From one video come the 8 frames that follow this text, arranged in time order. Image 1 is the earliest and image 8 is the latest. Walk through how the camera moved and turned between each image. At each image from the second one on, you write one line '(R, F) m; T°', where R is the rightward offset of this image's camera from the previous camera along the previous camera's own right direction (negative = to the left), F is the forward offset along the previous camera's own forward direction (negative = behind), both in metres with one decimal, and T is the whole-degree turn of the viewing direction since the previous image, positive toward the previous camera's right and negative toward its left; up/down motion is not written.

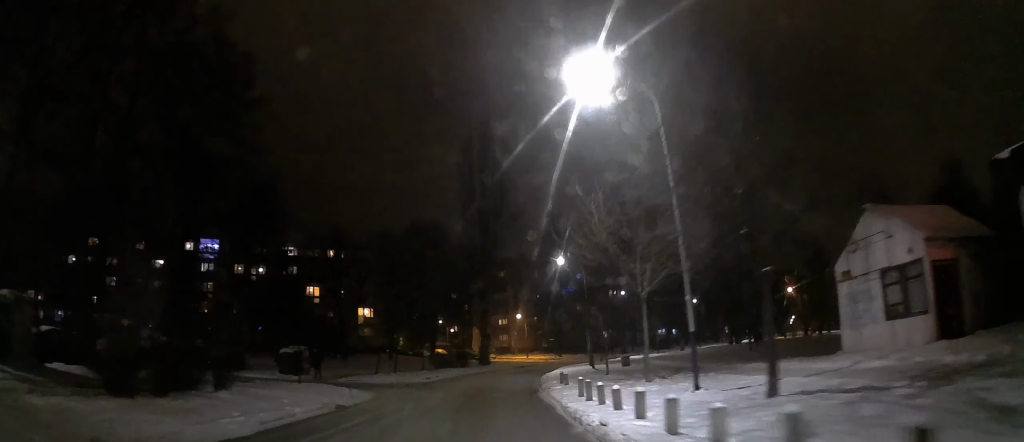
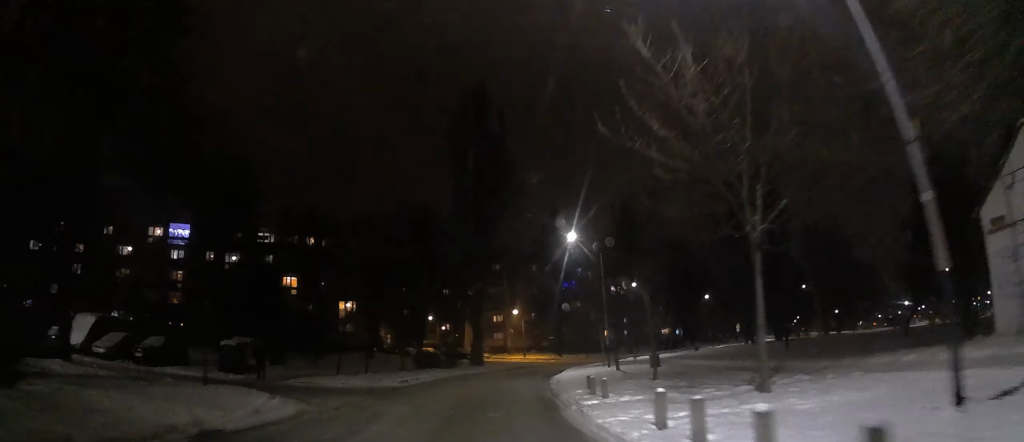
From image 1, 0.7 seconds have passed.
(+0.1, +5.9) m; -1°
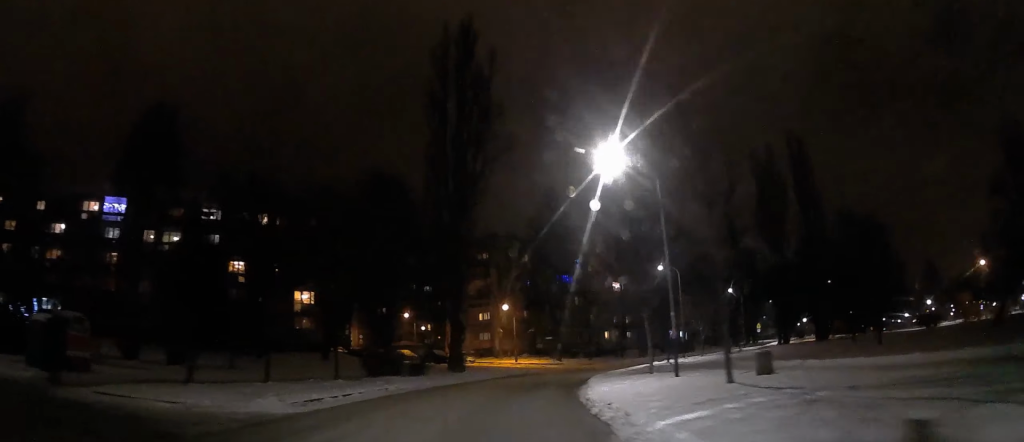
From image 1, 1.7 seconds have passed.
(-0.2, +11.0) m; -3°
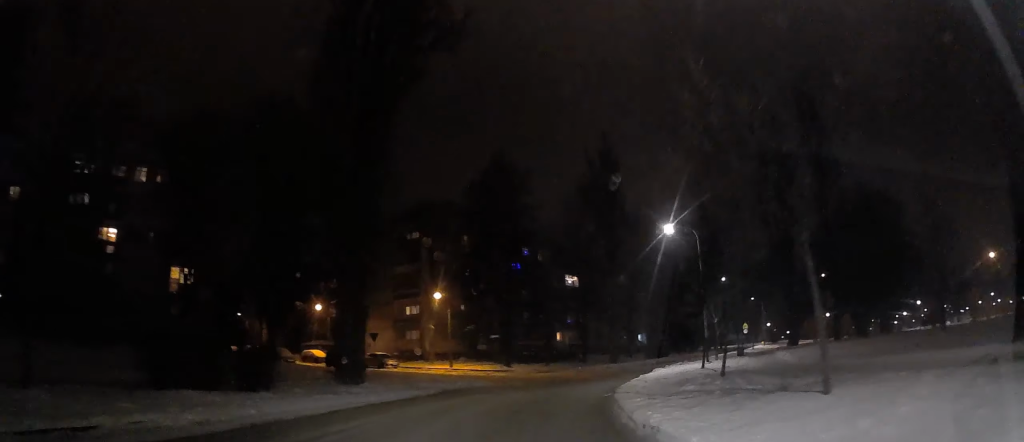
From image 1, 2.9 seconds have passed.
(-0.3, +13.8) m; +1°
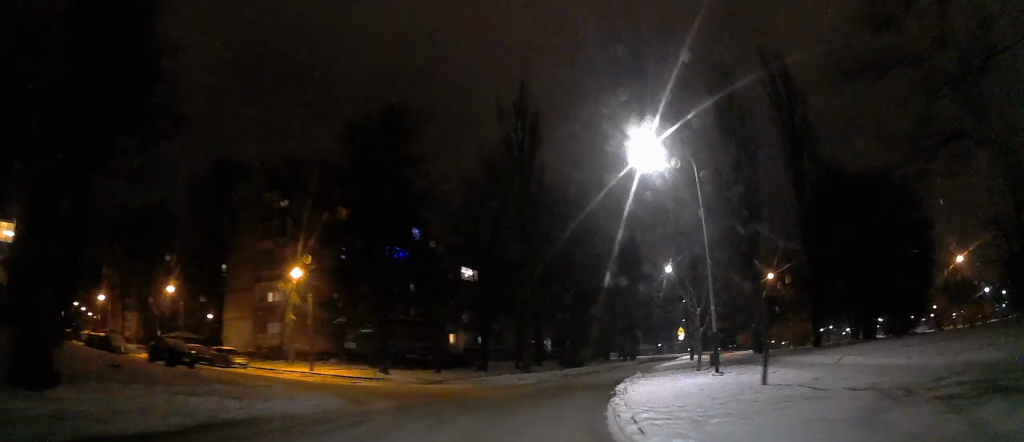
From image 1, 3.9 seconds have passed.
(+0.5, +11.7) m; +12°
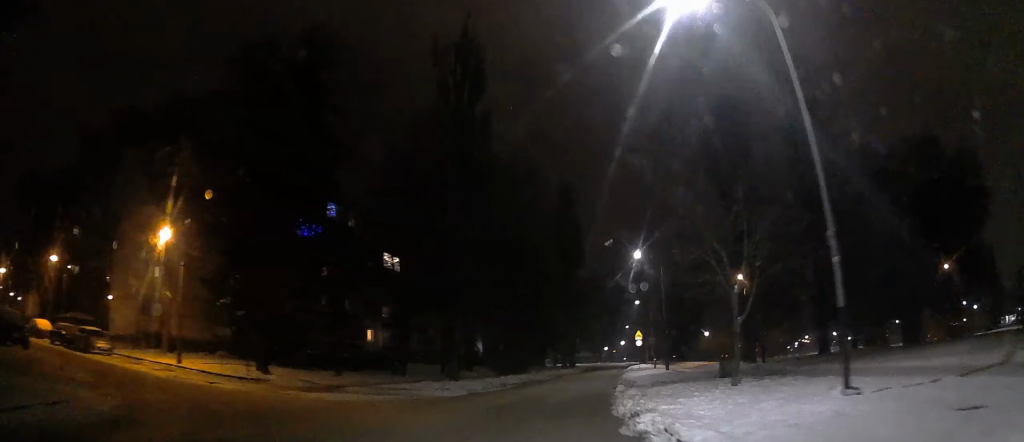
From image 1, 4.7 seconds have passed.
(+1.1, +8.6) m; +12°
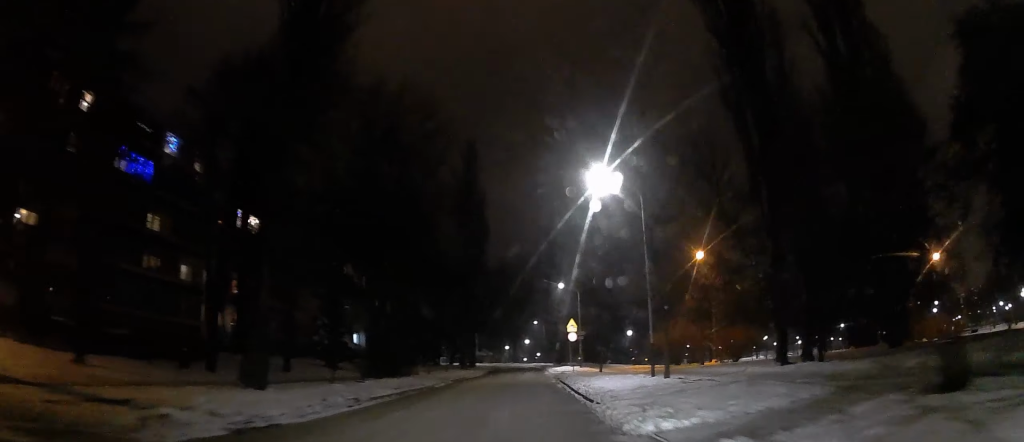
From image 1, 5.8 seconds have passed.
(+1.3, +14.2) m; +7°
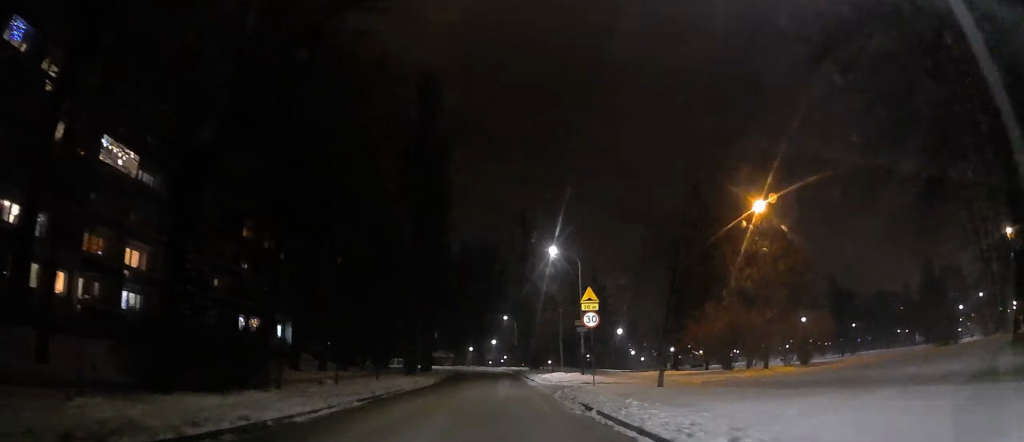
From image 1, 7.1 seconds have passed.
(+0.4, +15.7) m; +4°
